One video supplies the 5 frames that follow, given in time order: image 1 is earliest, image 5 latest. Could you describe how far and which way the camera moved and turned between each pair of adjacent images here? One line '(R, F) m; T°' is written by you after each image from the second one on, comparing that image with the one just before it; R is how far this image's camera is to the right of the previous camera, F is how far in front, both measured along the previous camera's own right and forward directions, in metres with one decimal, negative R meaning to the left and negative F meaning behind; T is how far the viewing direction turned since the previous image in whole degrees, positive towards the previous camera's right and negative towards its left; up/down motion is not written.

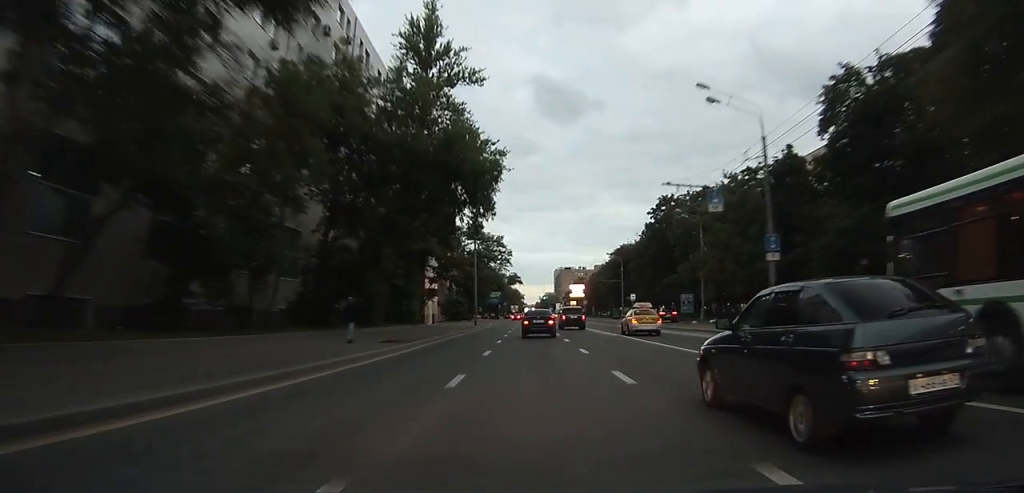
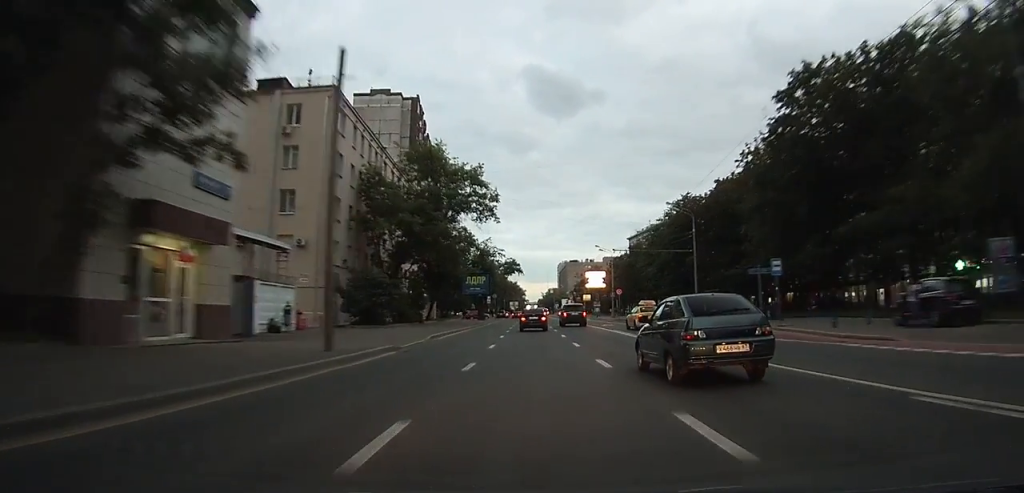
(-0.9, +45.0) m; -2°
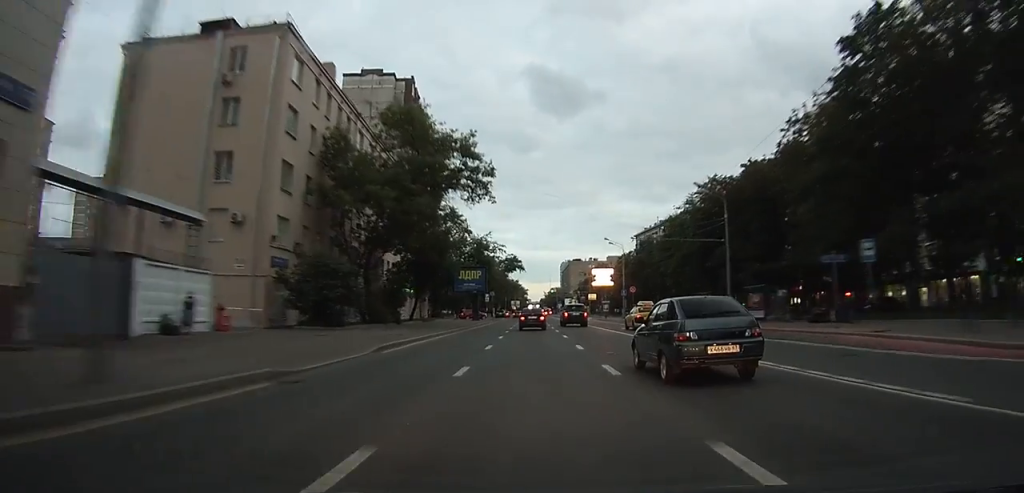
(-0.1, +9.4) m; 0°
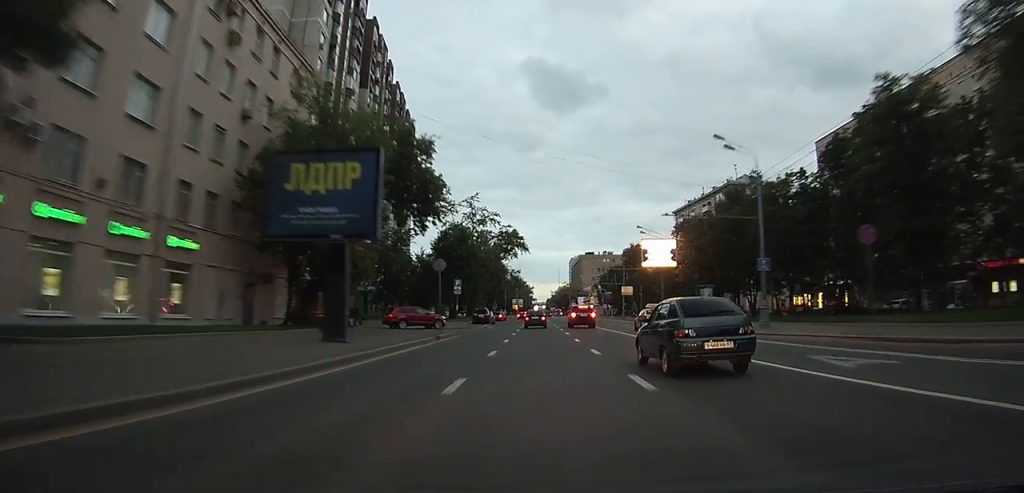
(-0.1, +50.9) m; 0°
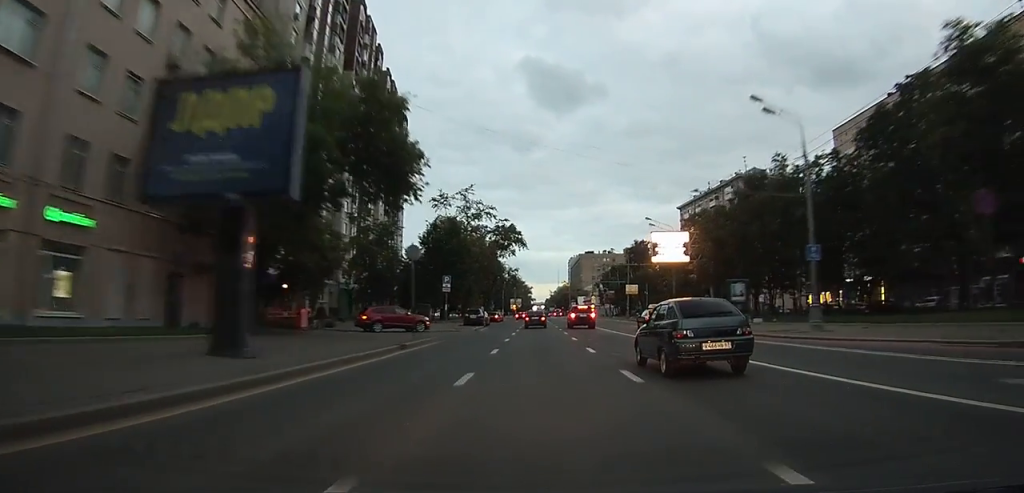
(+0.1, +6.8) m; 0°
